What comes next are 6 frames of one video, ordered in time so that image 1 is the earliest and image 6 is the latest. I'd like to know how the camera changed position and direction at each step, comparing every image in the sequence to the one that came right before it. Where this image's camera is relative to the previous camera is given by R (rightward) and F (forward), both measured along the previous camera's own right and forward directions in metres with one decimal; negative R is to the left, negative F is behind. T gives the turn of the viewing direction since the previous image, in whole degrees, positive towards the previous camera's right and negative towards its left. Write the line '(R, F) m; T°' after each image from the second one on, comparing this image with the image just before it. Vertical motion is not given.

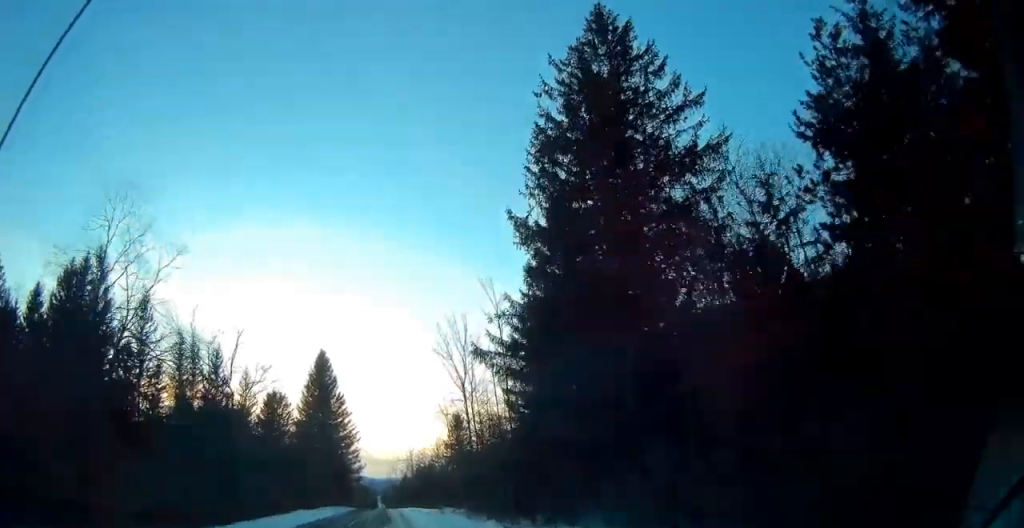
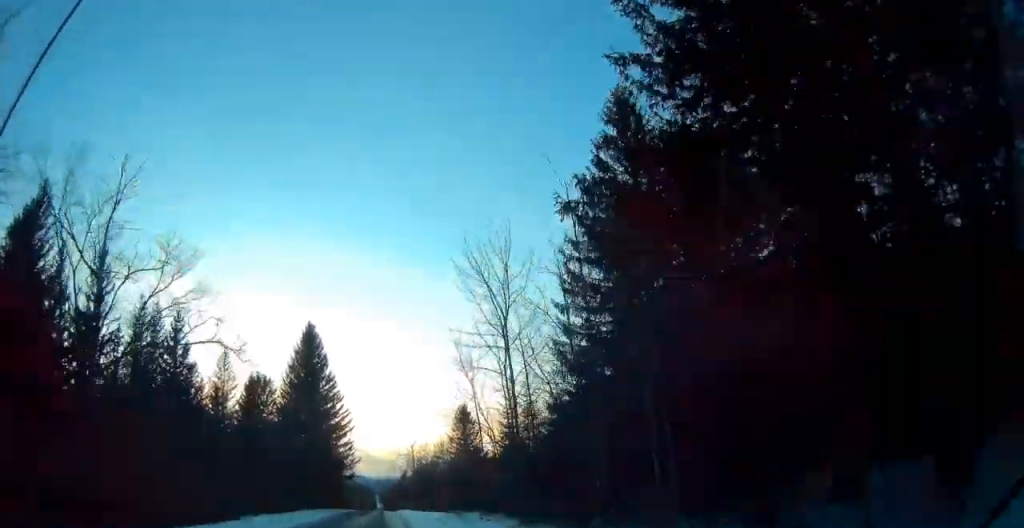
(+0.5, +14.2) m; +3°
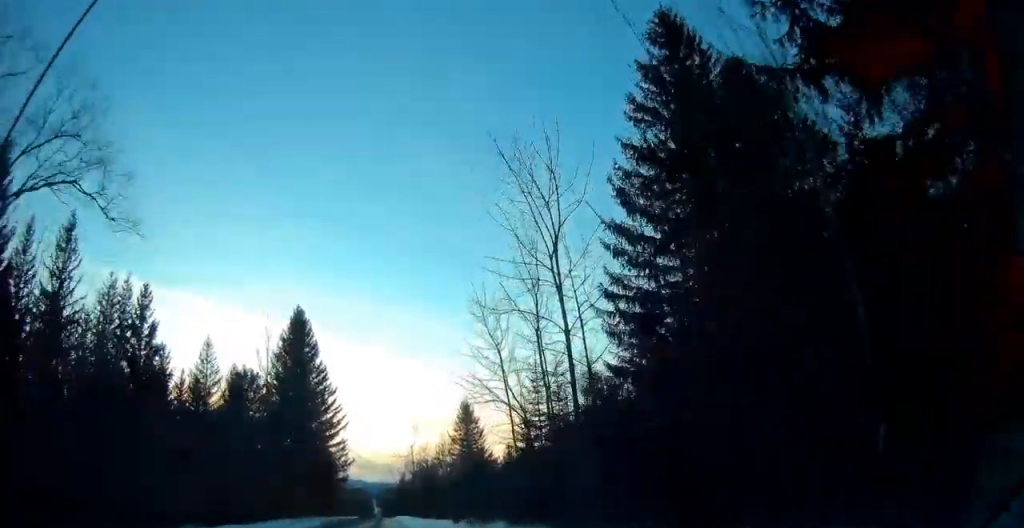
(+0.1, +8.3) m; -1°
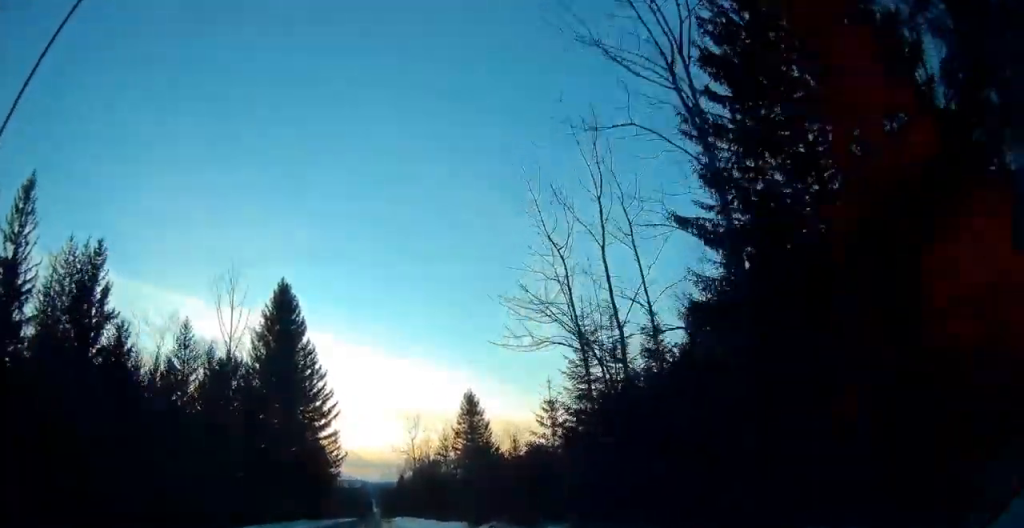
(-0.2, +9.1) m; 0°
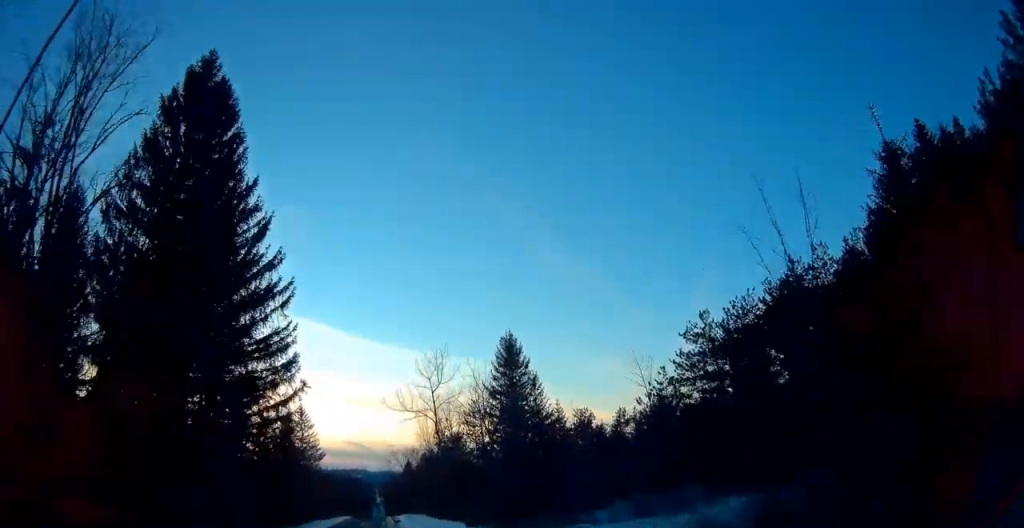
(+0.1, +32.8) m; 0°
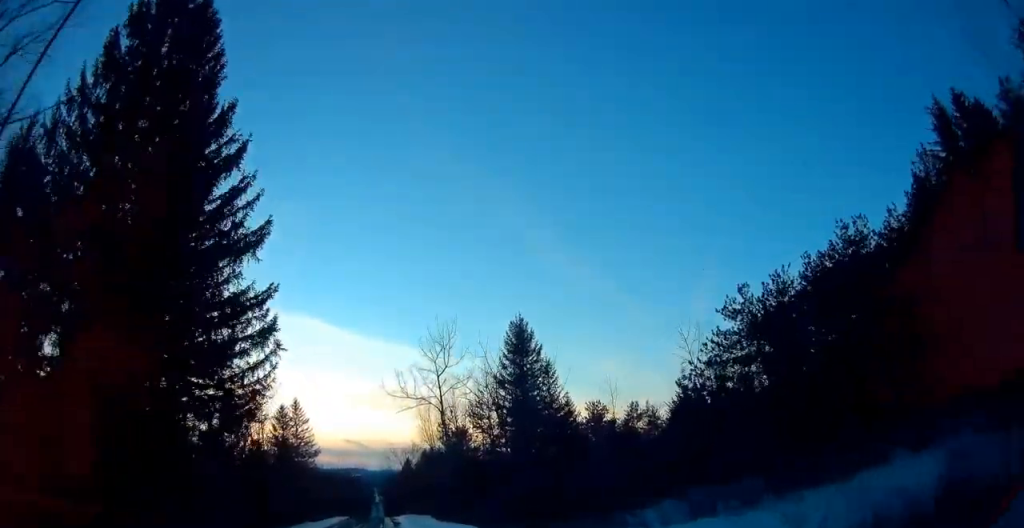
(-0.3, +6.6) m; 0°
